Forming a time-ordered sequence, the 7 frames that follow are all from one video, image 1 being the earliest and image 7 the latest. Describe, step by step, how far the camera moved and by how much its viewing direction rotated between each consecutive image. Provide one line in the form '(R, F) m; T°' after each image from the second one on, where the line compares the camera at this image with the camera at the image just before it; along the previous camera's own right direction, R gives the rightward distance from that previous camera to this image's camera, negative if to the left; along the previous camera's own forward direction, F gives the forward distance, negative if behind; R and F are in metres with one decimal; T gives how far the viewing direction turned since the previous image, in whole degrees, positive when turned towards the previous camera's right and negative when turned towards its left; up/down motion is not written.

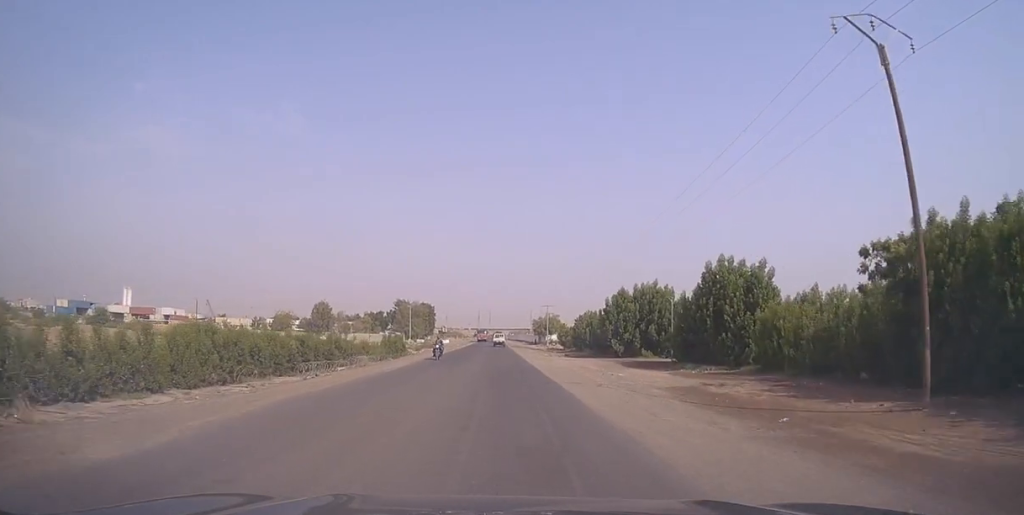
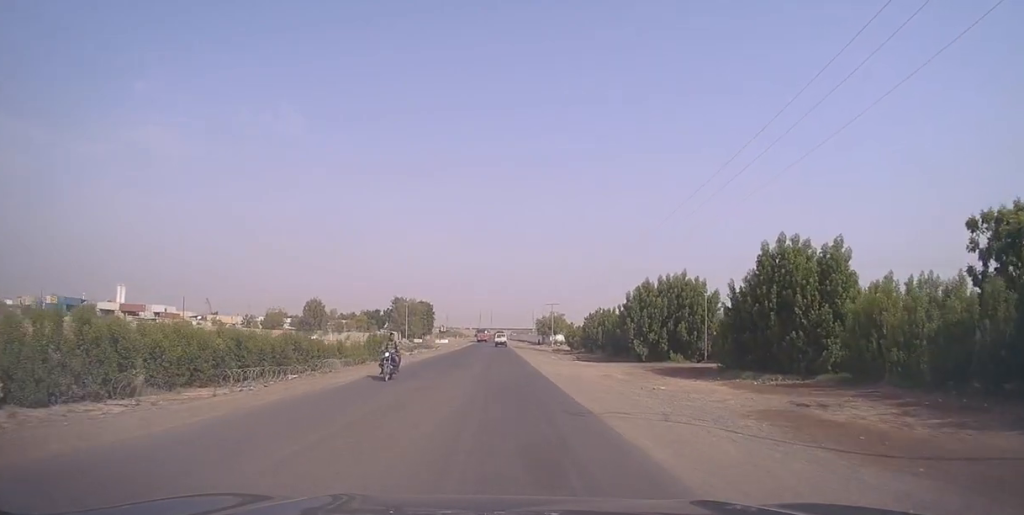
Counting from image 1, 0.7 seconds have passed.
(+0.1, +7.1) m; +1°
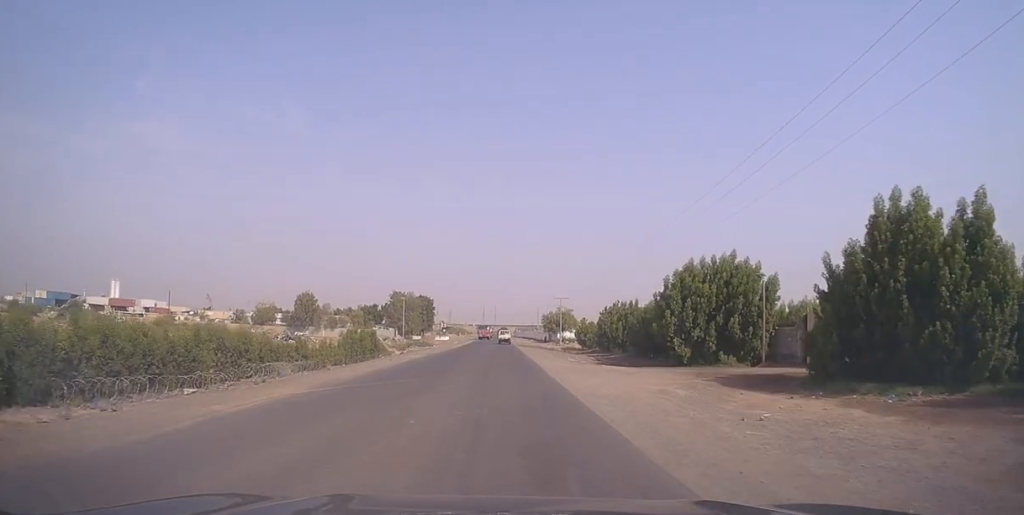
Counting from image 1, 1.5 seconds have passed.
(0.0, +8.5) m; -1°
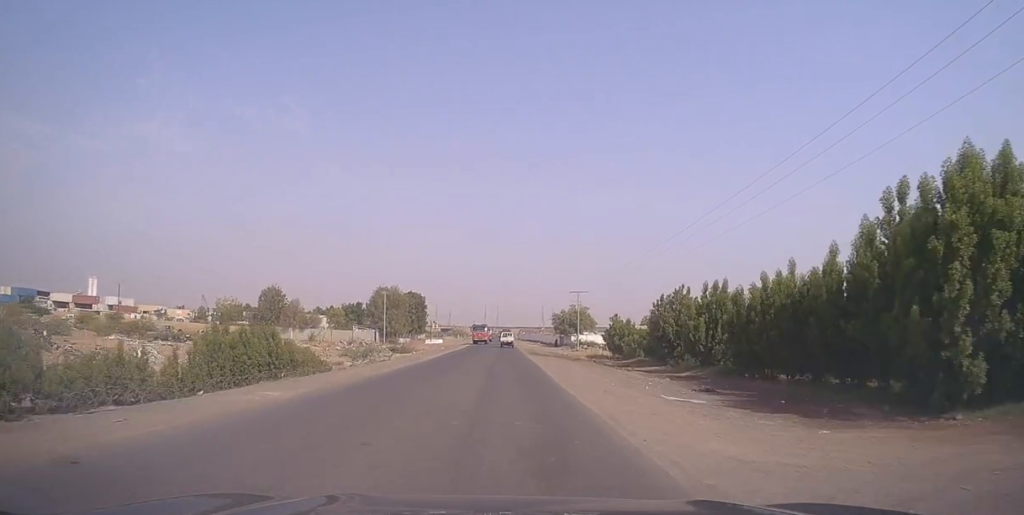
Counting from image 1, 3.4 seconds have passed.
(-0.3, +23.2) m; 0°
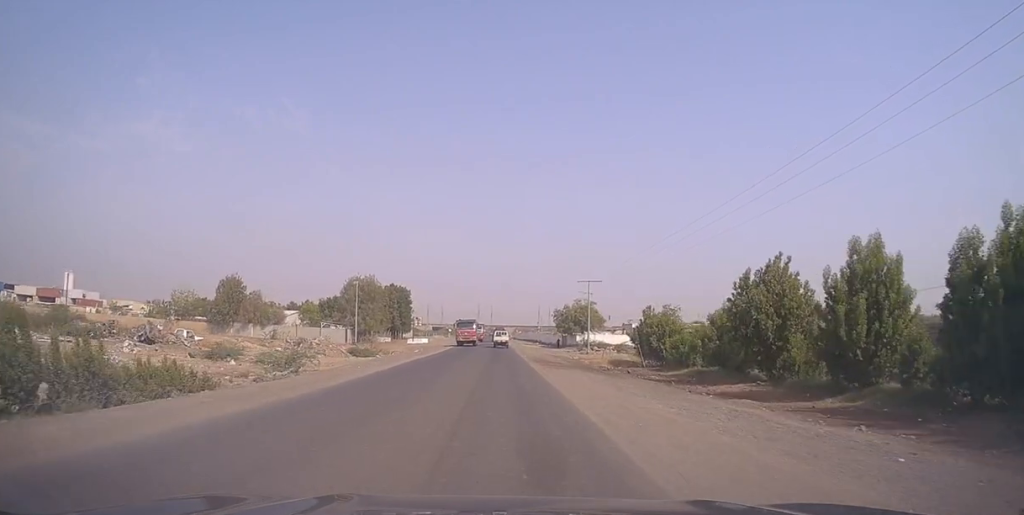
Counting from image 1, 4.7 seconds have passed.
(0.0, +17.7) m; 0°
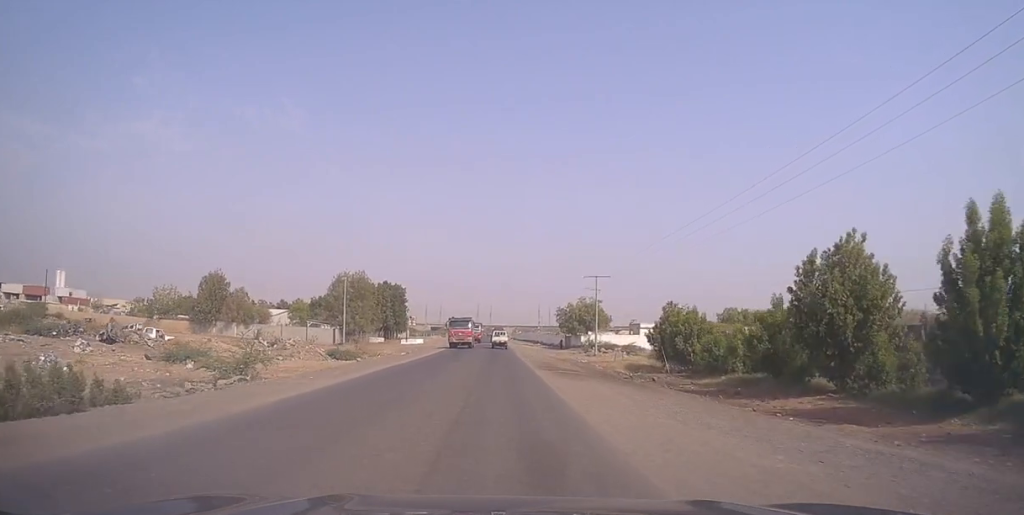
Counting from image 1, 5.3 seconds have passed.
(-0.1, +6.8) m; +1°
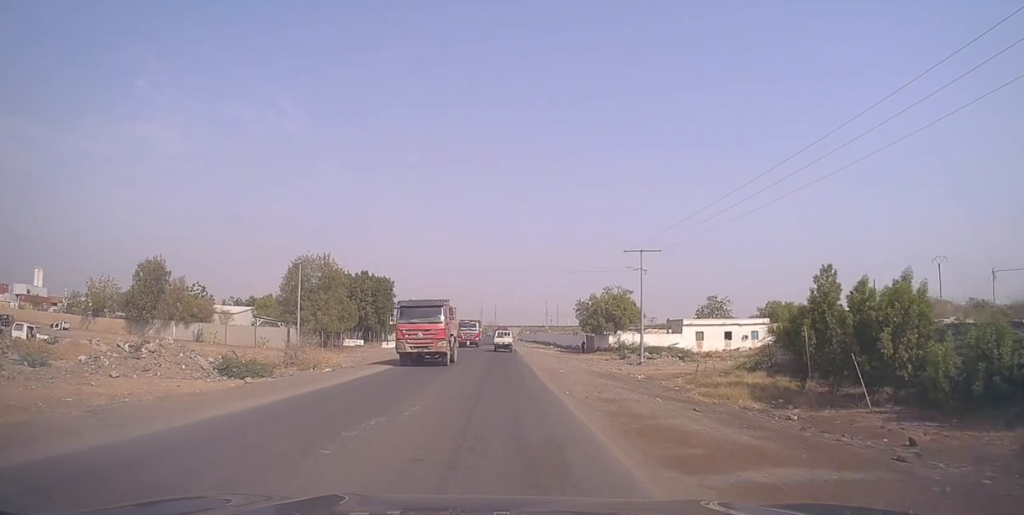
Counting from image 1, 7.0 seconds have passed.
(+0.3, +21.6) m; -1°
